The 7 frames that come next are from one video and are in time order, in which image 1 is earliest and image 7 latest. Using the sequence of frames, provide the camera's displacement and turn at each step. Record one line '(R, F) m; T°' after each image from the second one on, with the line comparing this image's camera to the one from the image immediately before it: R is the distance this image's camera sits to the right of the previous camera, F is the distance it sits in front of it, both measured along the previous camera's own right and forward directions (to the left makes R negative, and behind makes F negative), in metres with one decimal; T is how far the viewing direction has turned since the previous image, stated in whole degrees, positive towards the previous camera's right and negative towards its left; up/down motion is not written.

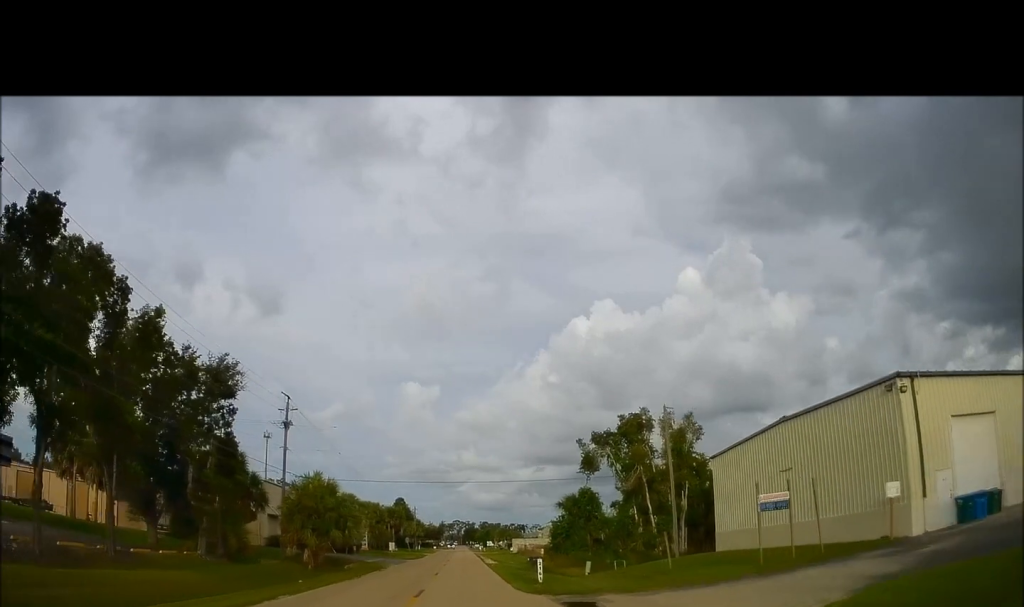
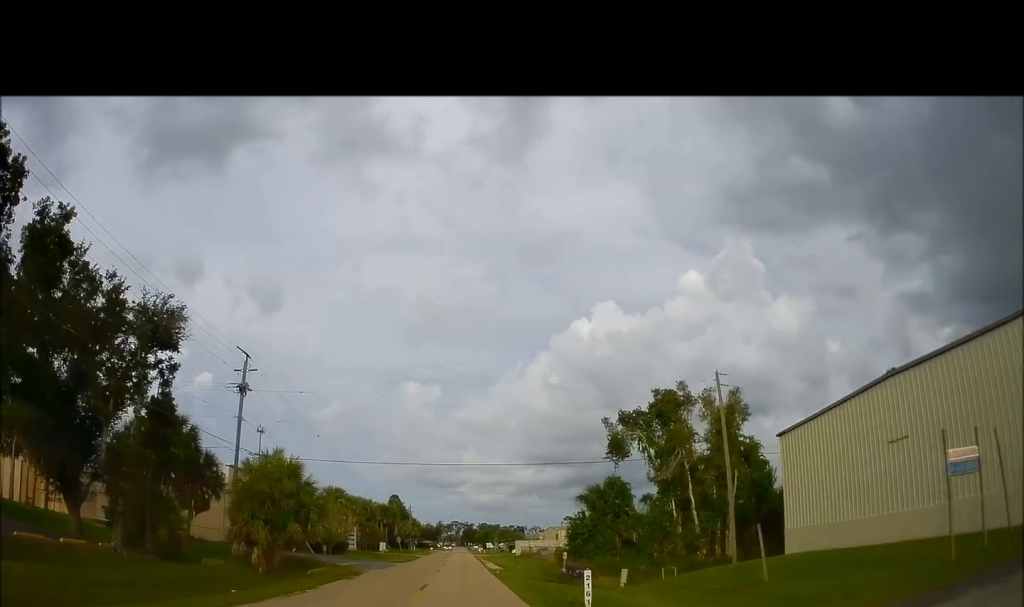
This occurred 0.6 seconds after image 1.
(0.0, +8.9) m; 0°
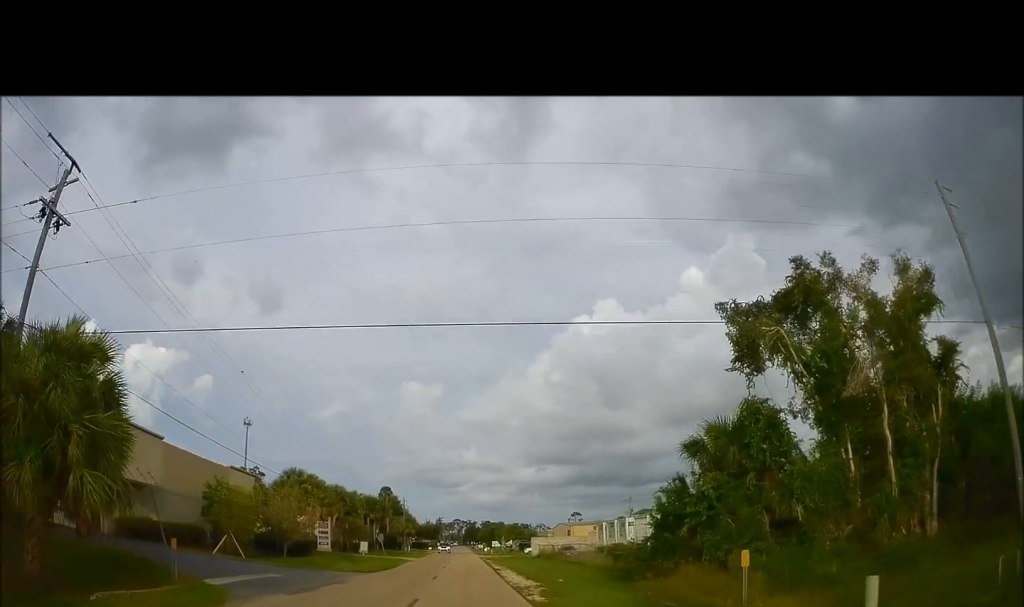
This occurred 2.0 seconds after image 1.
(0.0, +18.7) m; -1°
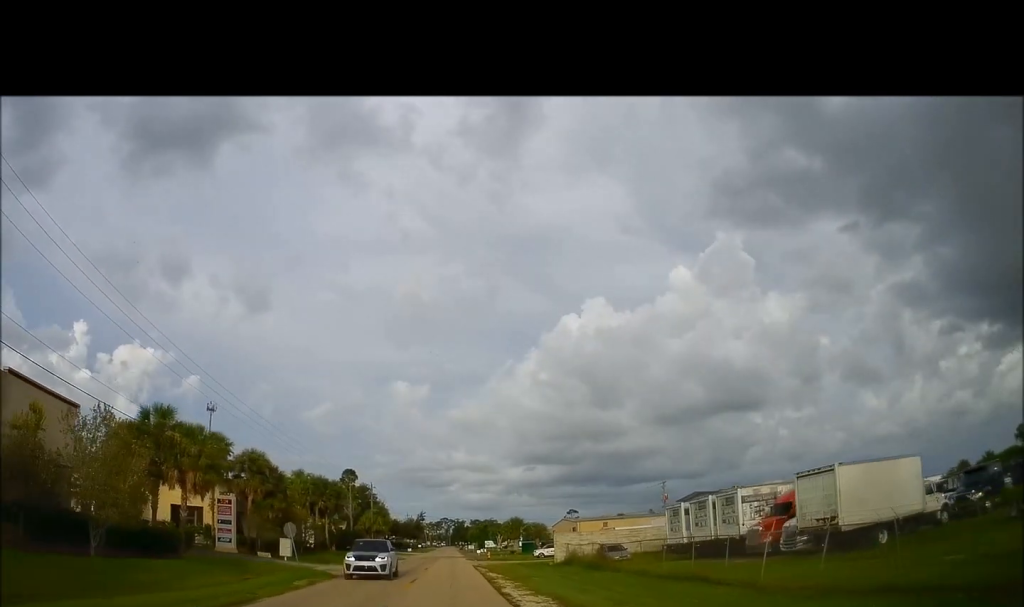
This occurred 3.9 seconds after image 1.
(-0.5, +26.7) m; 0°
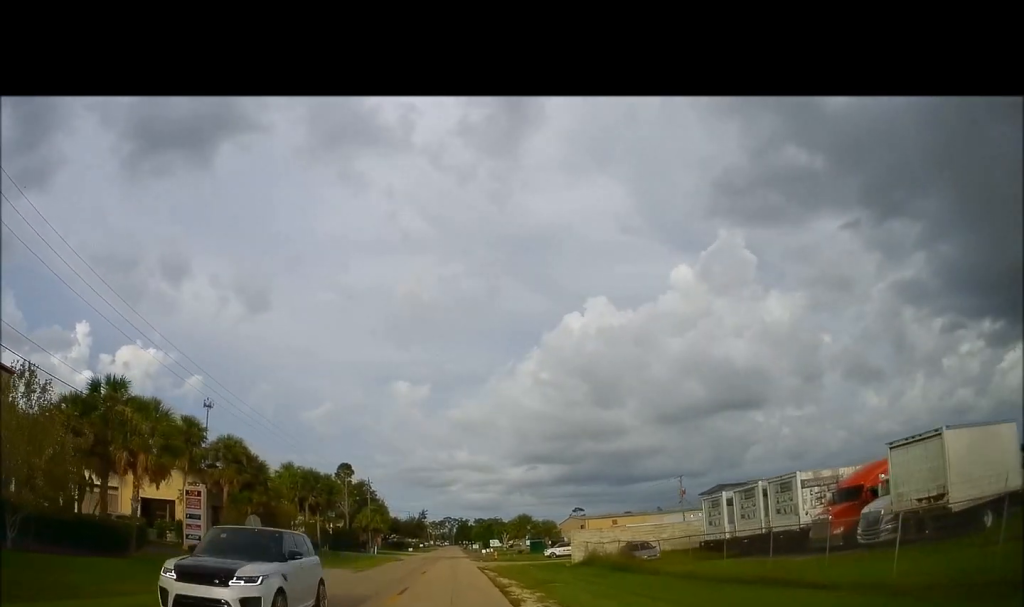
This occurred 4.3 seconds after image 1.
(+0.1, +6.0) m; +1°
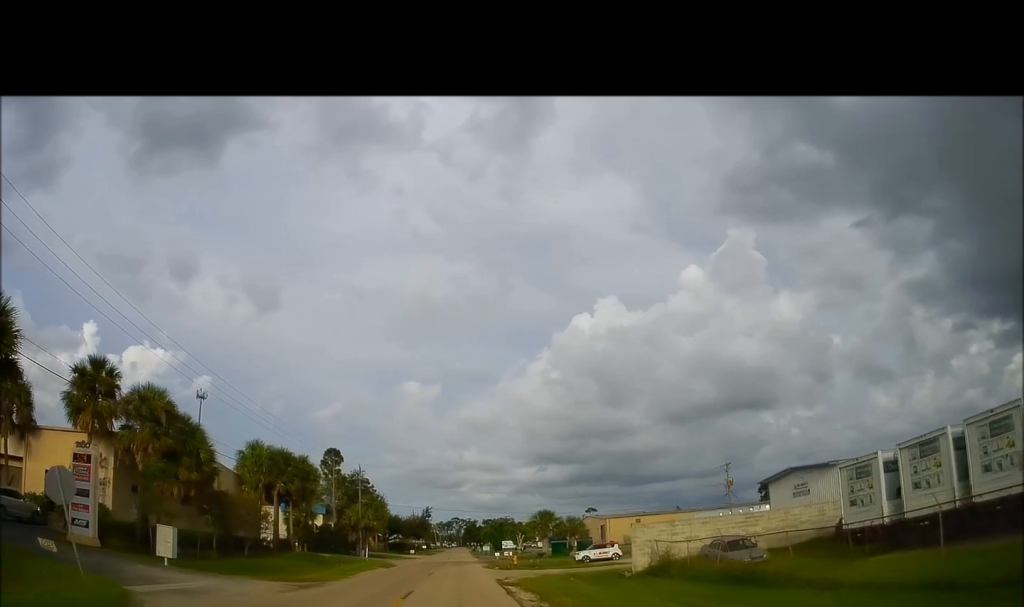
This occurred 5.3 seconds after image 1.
(0.0, +13.4) m; 0°
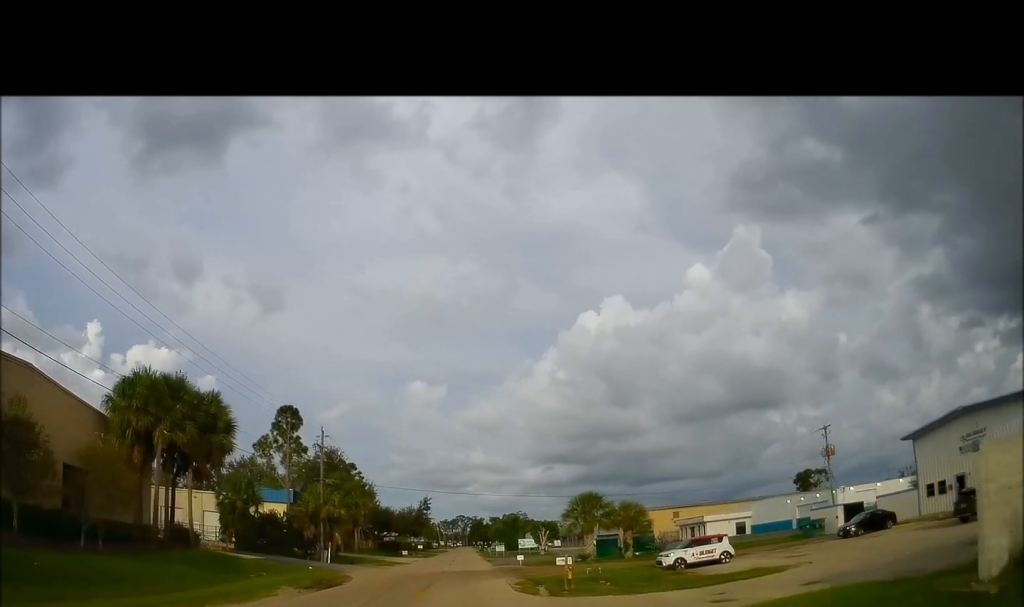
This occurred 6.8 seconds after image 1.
(0.0, +21.1) m; -1°
